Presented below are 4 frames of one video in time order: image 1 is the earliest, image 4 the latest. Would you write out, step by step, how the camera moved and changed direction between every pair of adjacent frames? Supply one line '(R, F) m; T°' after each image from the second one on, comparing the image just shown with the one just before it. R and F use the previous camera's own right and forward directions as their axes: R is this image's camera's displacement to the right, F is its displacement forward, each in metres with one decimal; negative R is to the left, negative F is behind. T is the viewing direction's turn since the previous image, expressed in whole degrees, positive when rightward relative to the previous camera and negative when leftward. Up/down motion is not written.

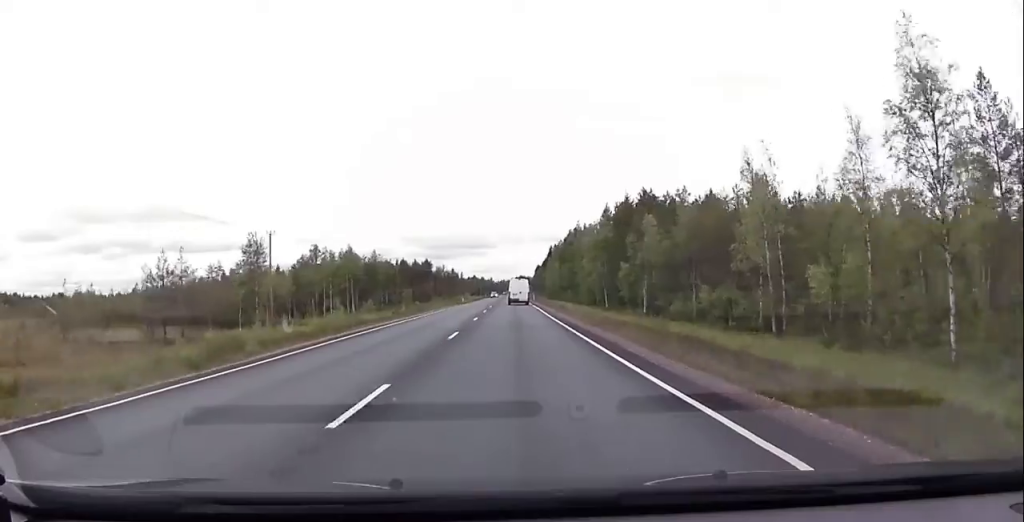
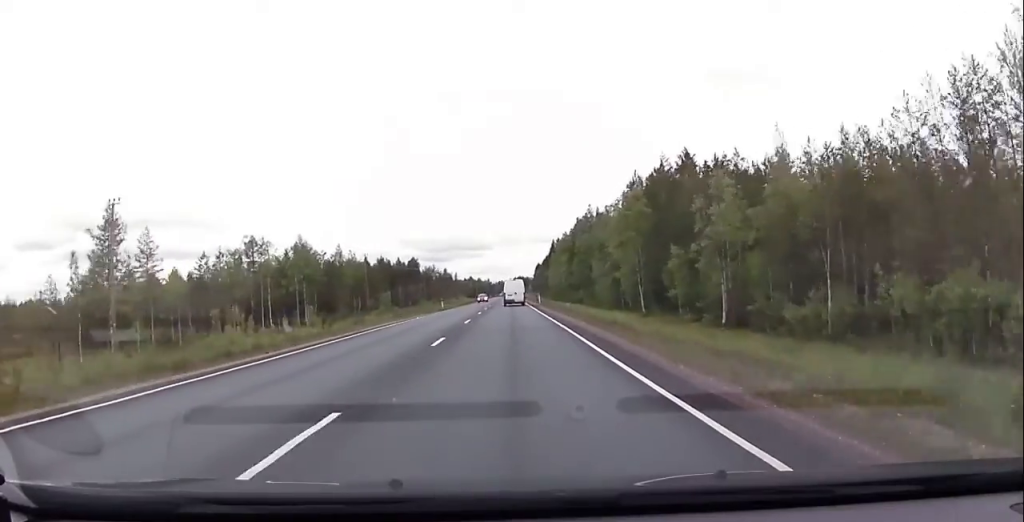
(-0.3, +26.1) m; -1°
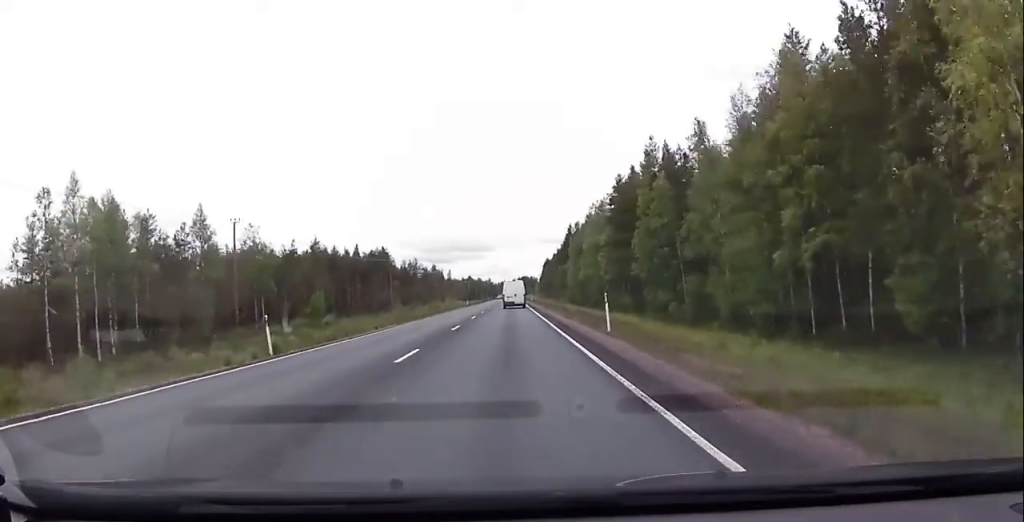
(-0.2, +51.2) m; +1°
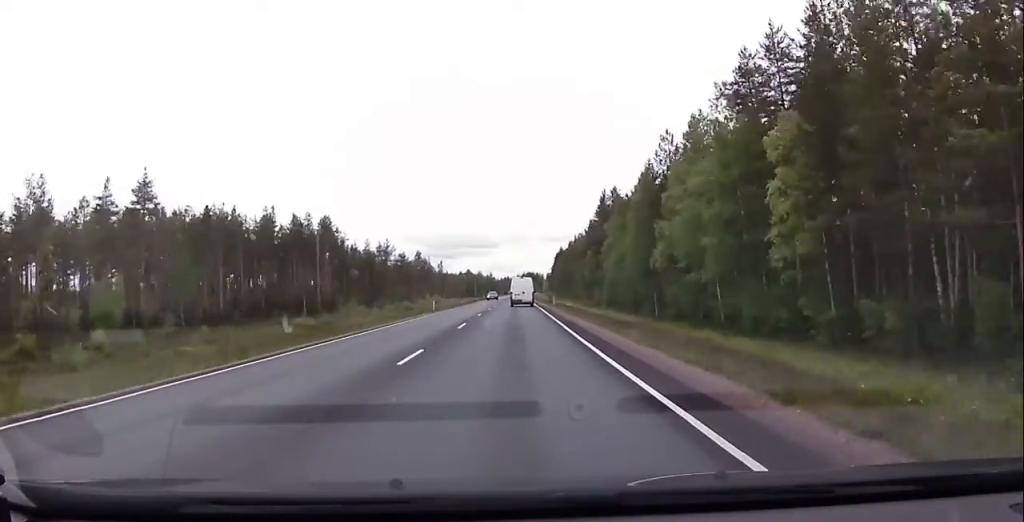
(-0.6, +48.9) m; -1°
